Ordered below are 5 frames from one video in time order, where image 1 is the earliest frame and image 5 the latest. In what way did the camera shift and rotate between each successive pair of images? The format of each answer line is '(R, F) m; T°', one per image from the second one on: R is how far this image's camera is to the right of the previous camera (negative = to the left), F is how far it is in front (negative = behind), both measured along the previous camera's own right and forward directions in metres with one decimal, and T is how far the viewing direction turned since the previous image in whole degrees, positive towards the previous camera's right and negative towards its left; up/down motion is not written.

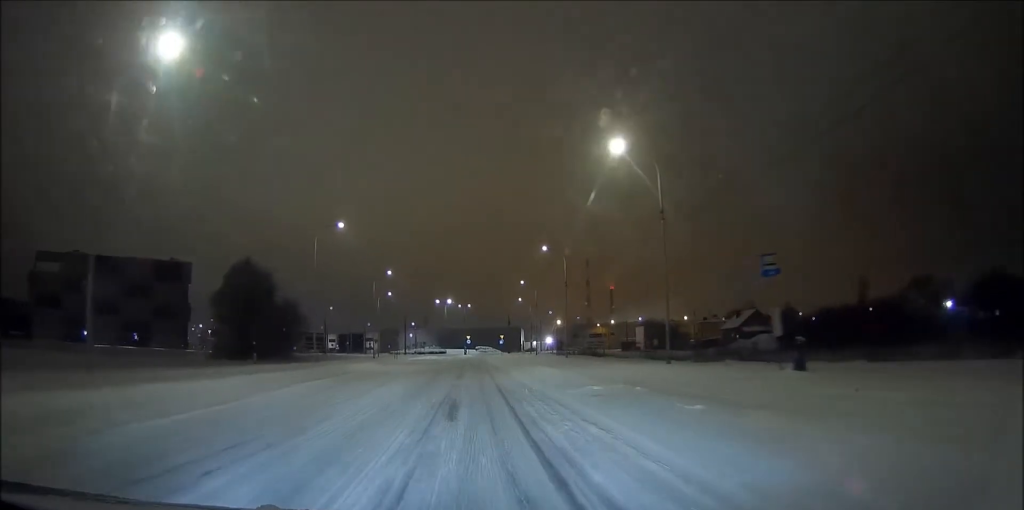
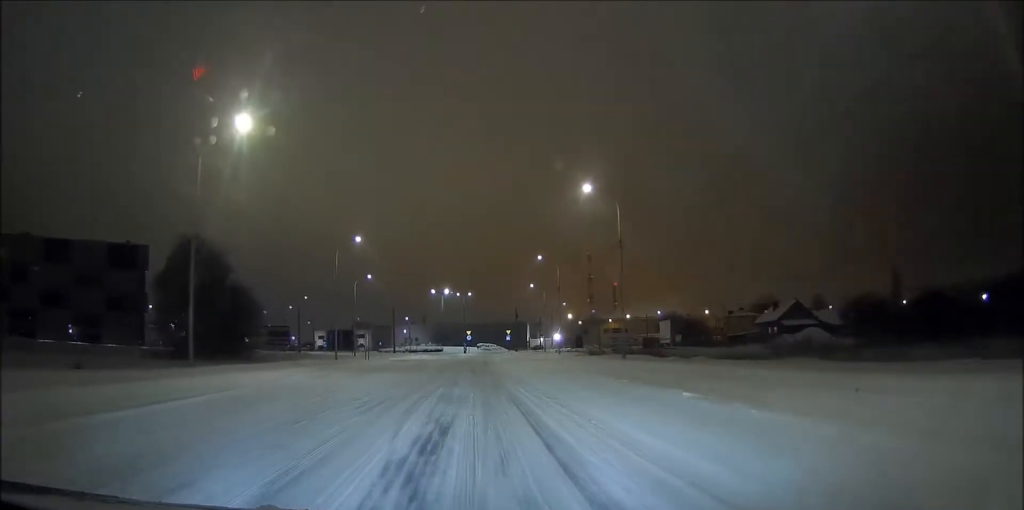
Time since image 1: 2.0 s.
(+0.2, +22.5) m; 0°
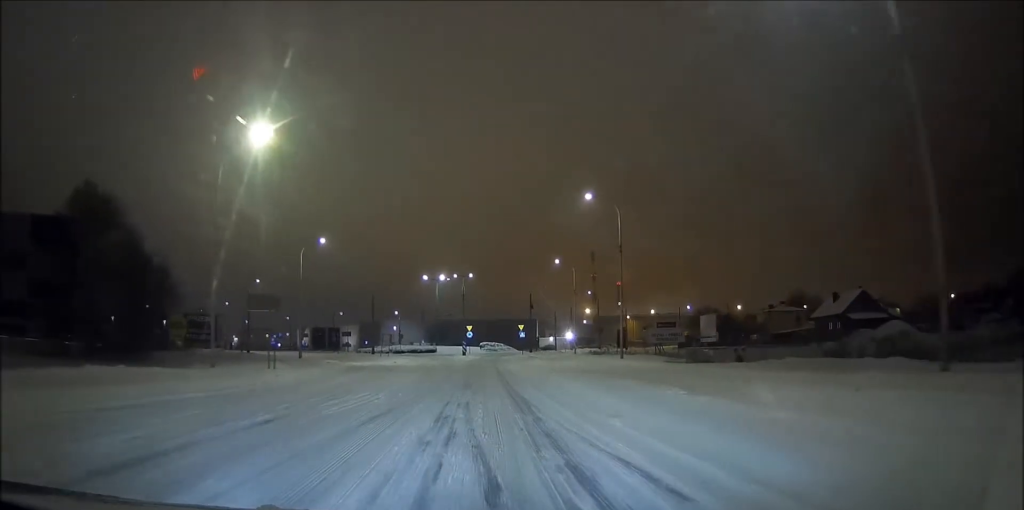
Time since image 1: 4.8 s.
(-0.2, +28.9) m; 0°
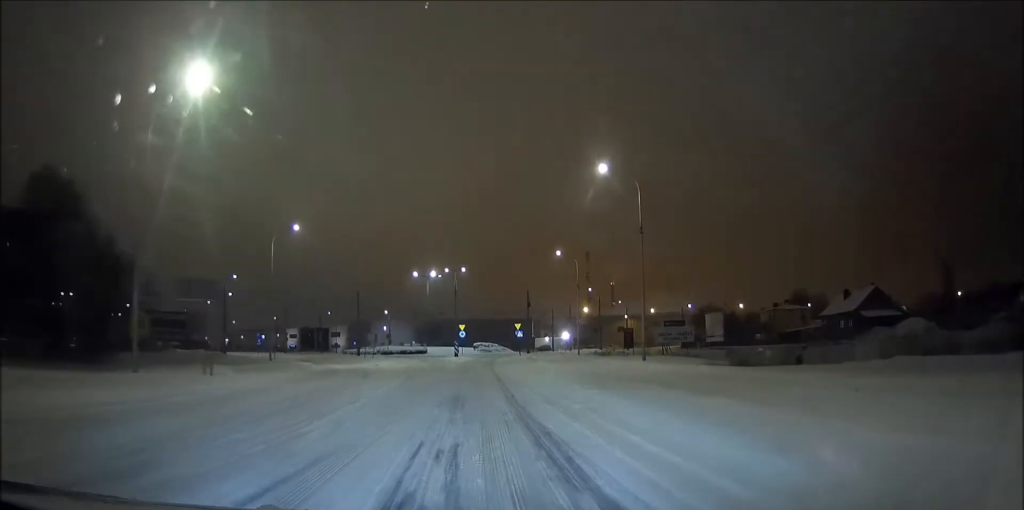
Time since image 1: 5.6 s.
(+0.1, +7.0) m; 0°
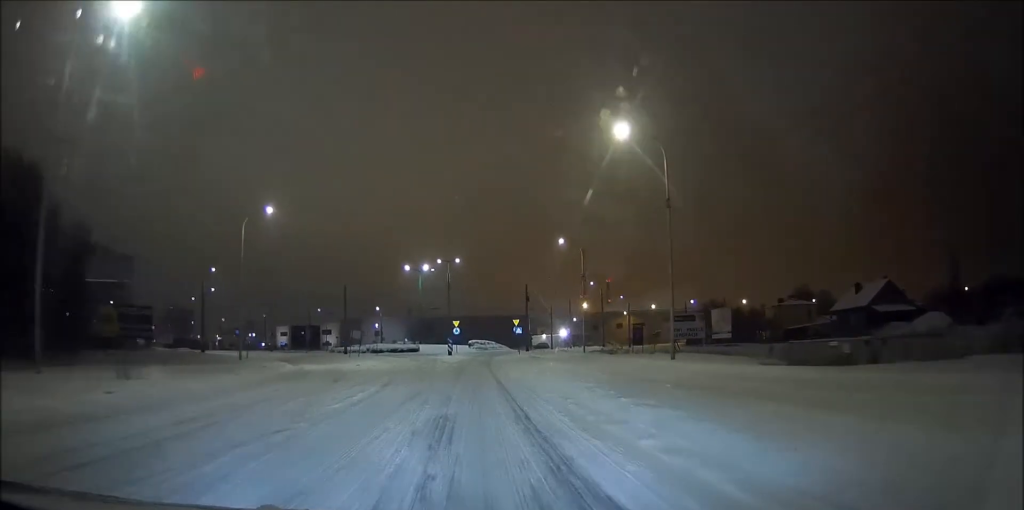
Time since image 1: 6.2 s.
(-0.1, +5.9) m; 0°
